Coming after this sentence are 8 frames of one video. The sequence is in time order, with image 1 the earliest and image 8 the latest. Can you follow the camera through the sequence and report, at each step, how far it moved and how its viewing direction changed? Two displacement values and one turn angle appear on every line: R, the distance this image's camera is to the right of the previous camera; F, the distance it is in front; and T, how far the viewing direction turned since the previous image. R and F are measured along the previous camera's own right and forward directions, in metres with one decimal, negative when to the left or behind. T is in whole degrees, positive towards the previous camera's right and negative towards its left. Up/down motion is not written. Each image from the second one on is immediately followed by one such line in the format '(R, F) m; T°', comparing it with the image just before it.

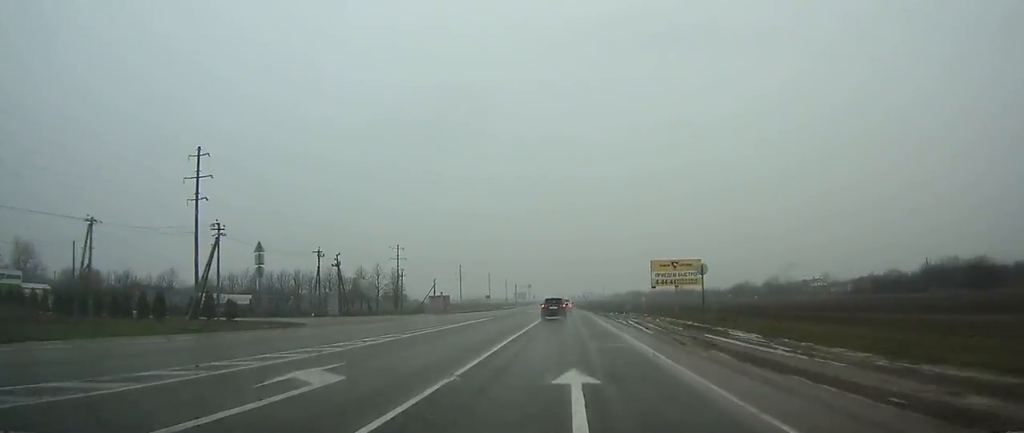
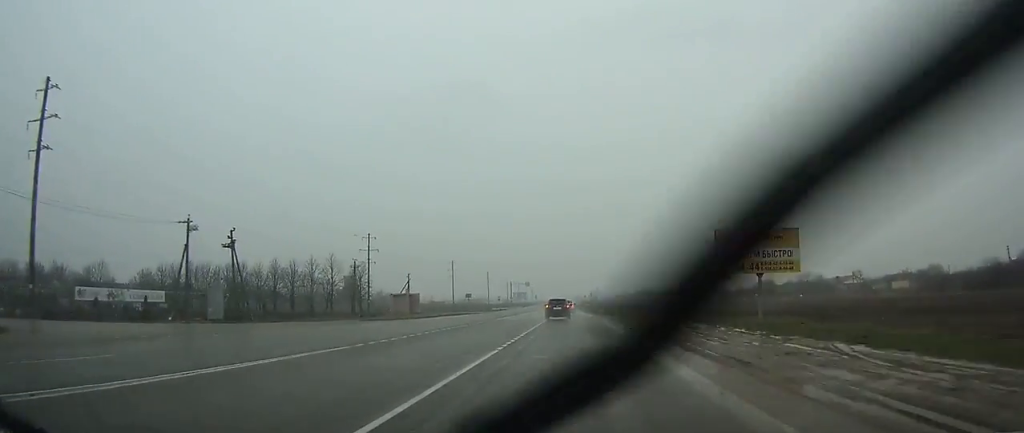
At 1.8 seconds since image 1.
(-0.1, +29.3) m; -1°
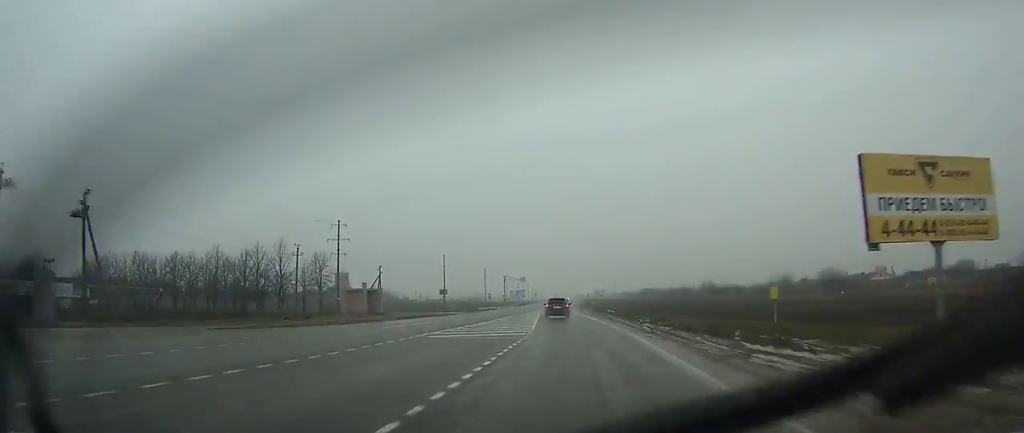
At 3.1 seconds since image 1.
(-0.1, +20.7) m; 0°
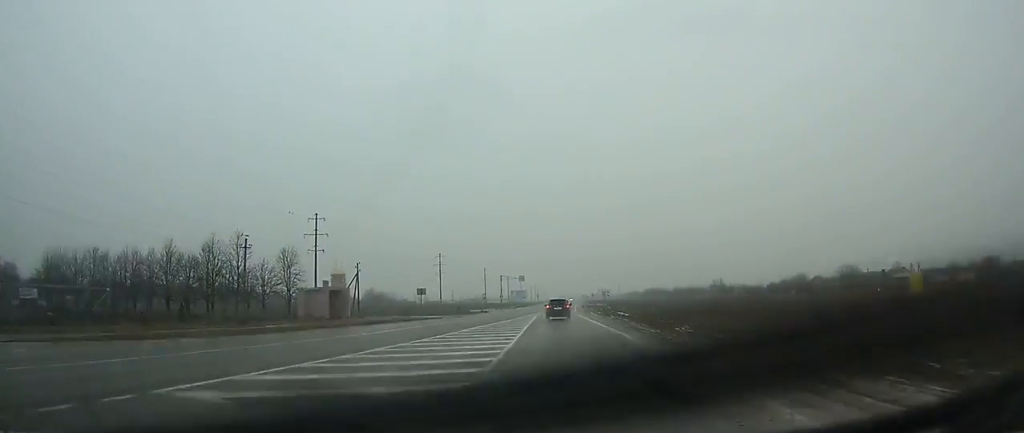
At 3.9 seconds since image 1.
(0.0, +13.1) m; 0°
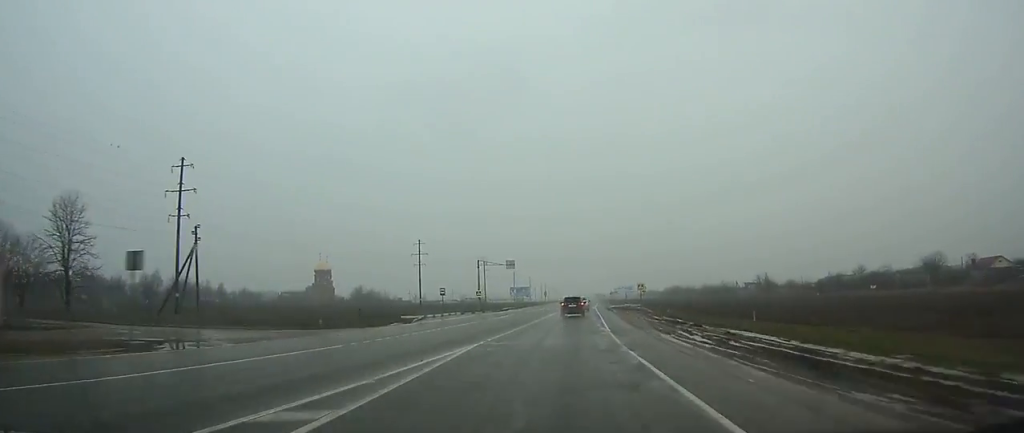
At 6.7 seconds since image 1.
(-0.2, +46.0) m; 0°
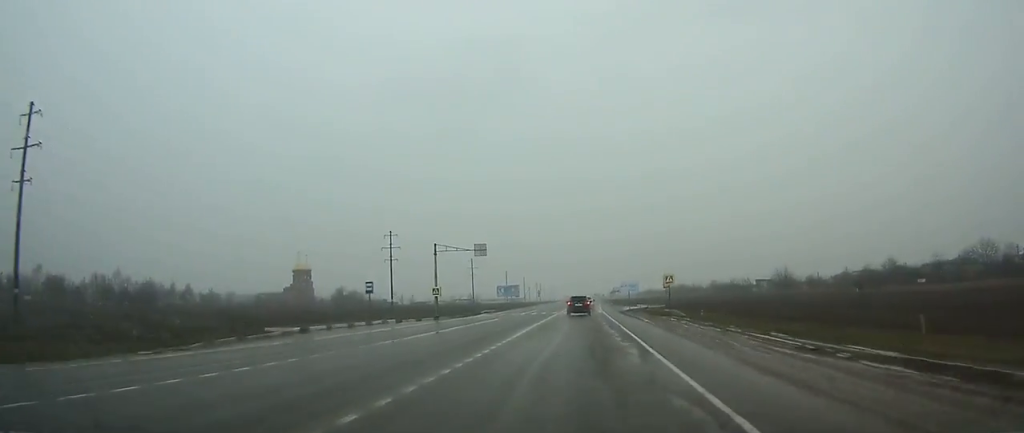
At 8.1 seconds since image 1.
(0.0, +24.2) m; 0°
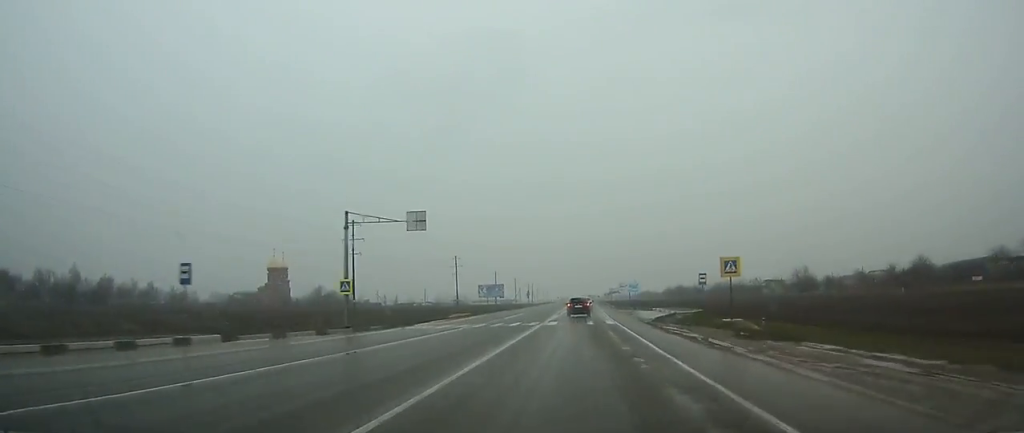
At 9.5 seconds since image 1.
(0.0, +22.1) m; +1°
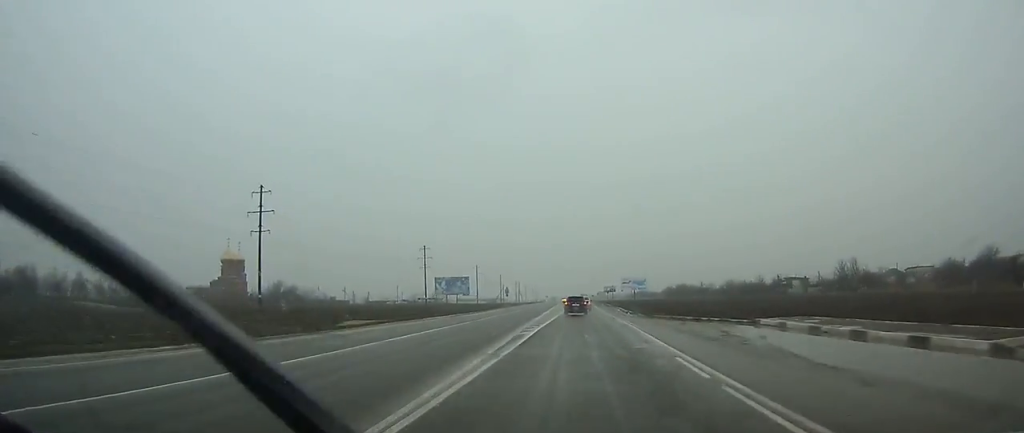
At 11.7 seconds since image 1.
(+0.5, +36.5) m; +1°
